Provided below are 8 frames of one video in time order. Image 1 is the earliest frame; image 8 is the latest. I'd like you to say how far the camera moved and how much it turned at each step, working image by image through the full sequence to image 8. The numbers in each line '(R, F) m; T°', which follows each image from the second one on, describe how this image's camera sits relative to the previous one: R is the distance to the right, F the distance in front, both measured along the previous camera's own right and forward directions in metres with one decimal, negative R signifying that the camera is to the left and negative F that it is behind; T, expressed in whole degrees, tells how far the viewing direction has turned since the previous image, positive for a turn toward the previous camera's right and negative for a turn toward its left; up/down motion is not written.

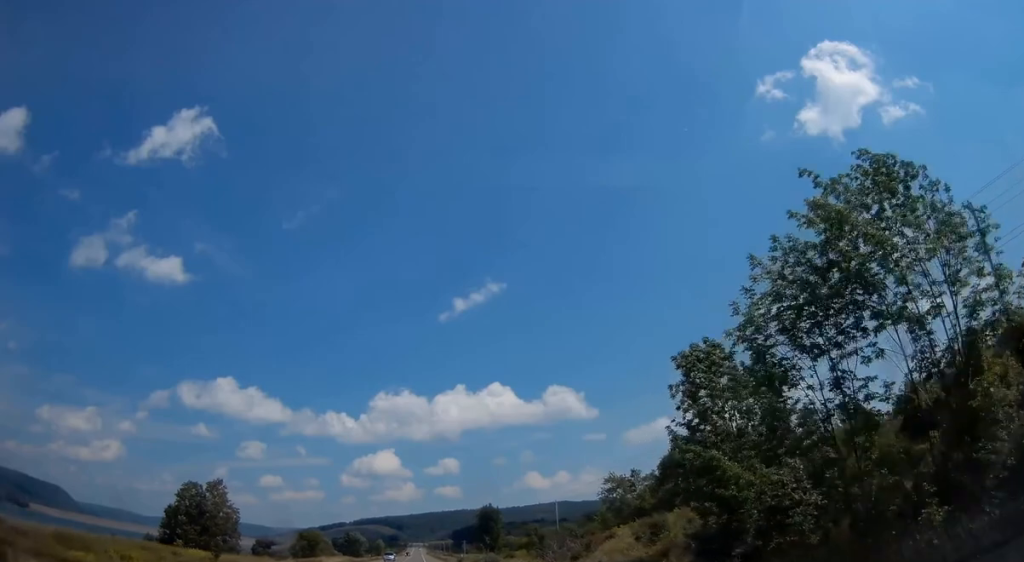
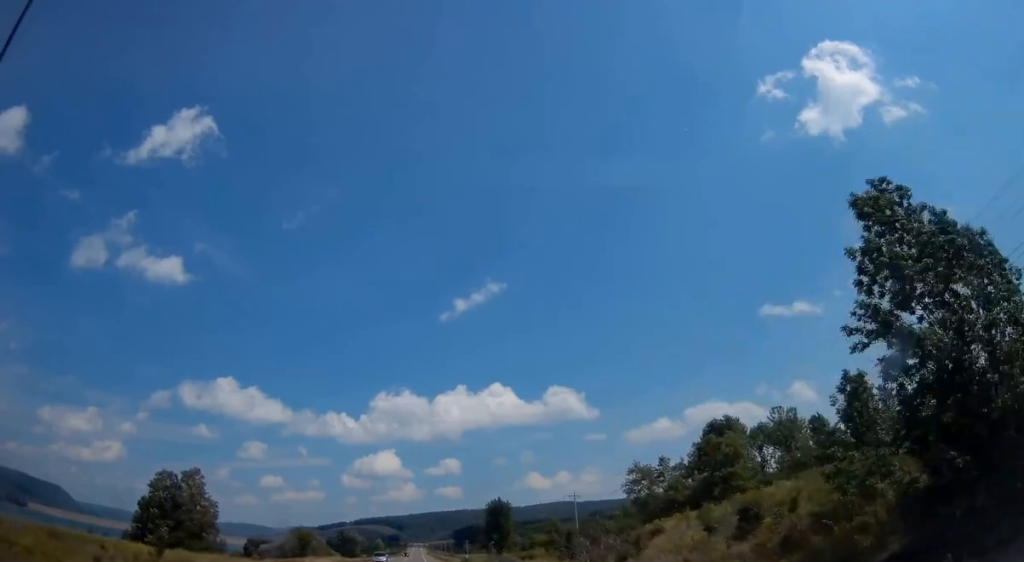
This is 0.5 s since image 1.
(-0.1, +13.0) m; 0°
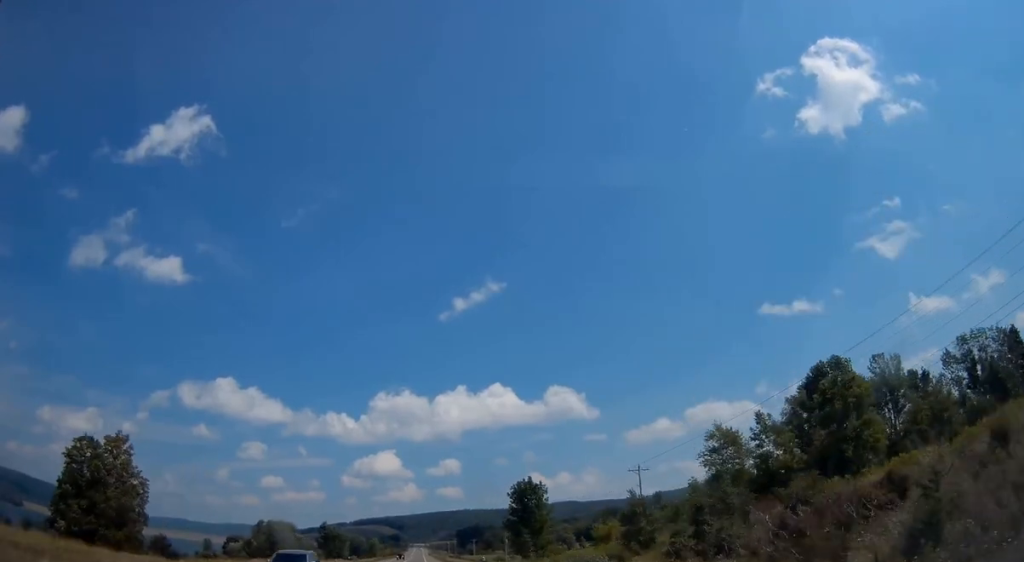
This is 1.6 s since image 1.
(0.0, +28.6) m; 0°
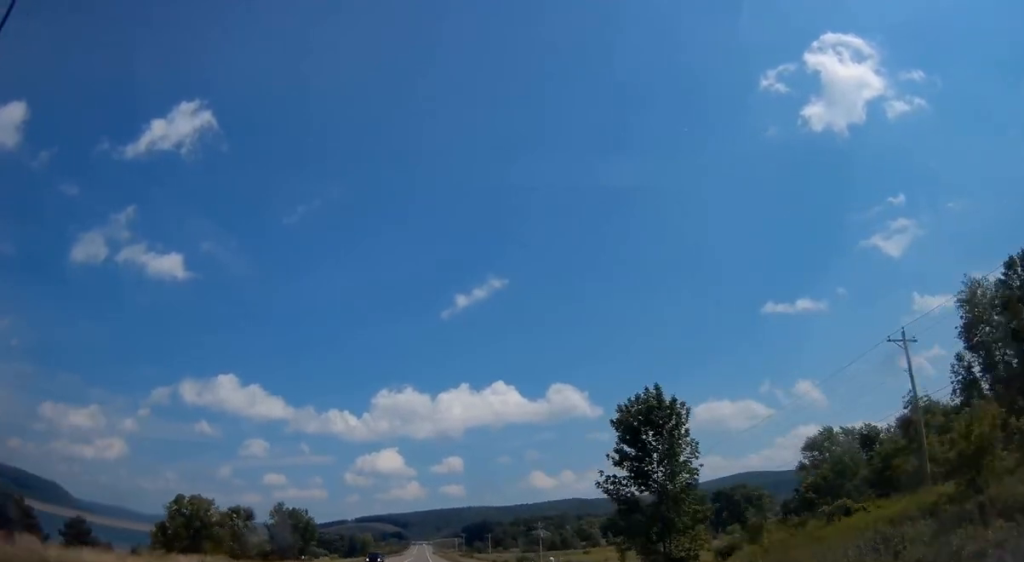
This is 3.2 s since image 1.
(0.0, +41.7) m; 0°
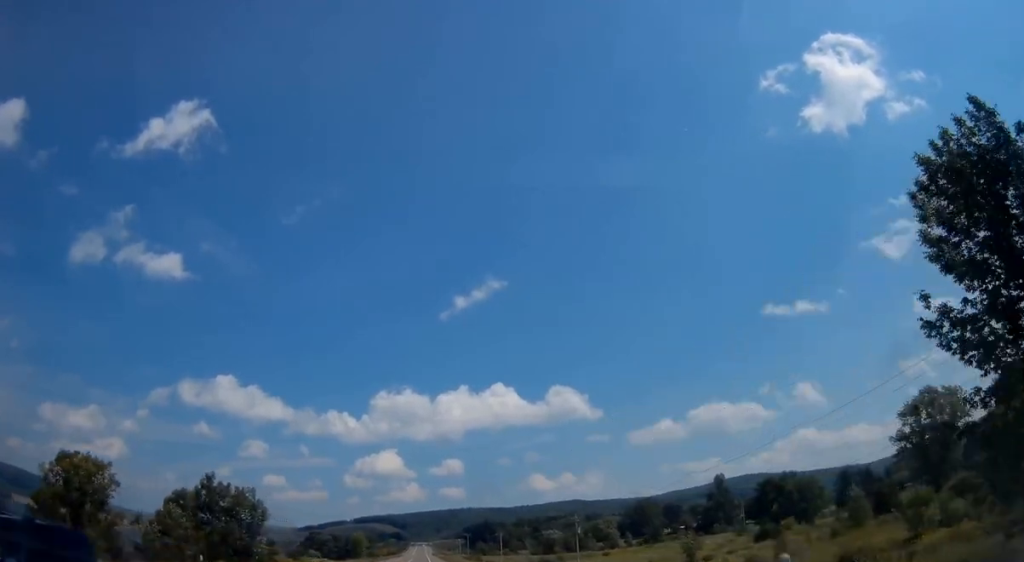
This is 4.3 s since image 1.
(0.0, +27.7) m; 0°
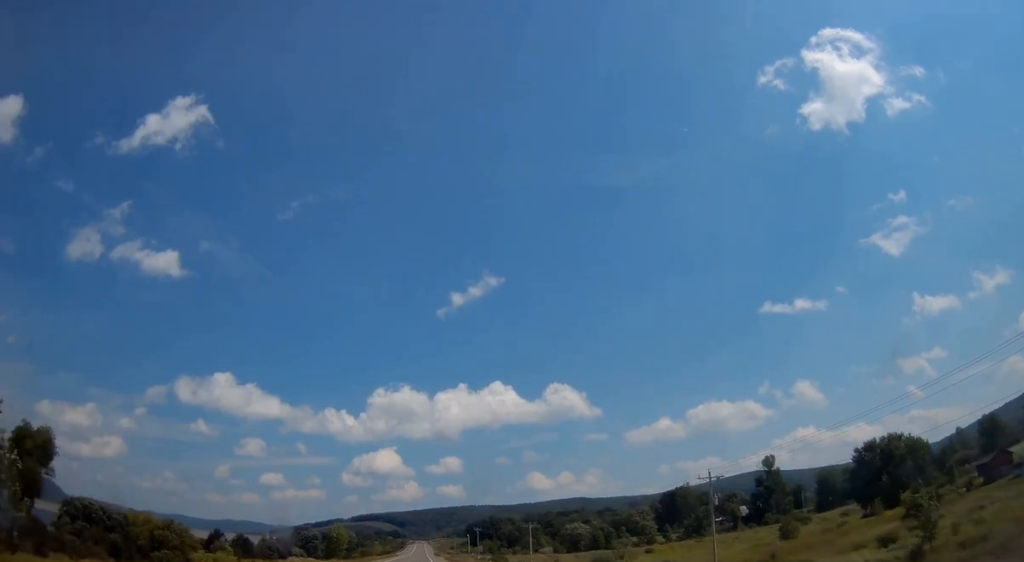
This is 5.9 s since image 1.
(-0.1, +42.2) m; 0°
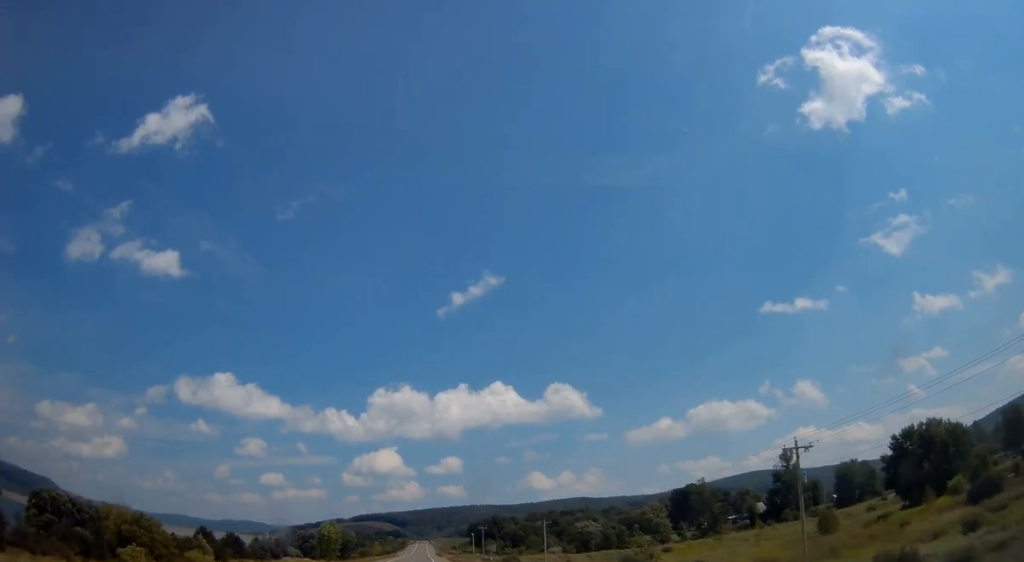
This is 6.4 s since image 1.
(0.0, +12.0) m; 0°
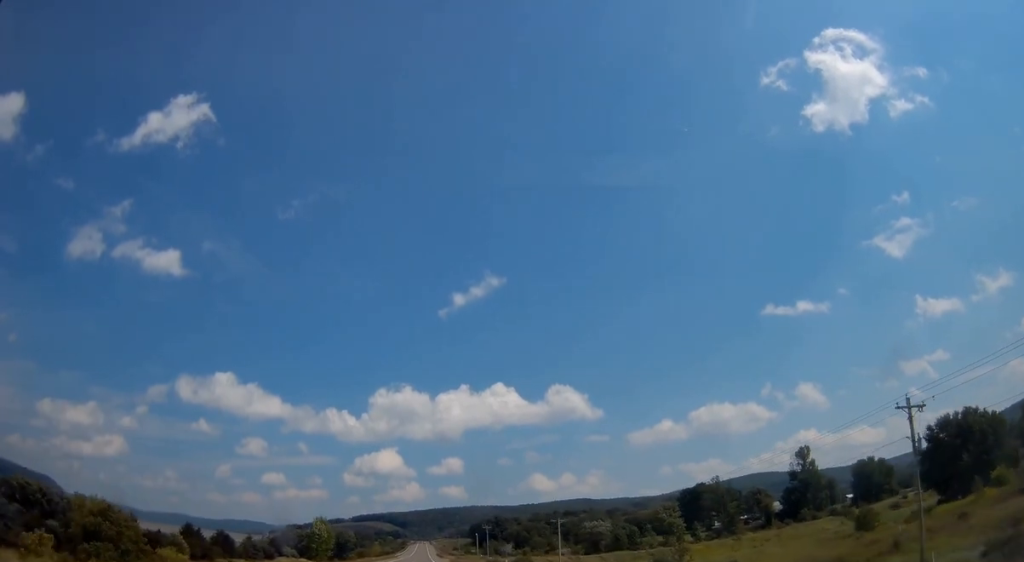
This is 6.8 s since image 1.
(0.0, +10.3) m; 0°
